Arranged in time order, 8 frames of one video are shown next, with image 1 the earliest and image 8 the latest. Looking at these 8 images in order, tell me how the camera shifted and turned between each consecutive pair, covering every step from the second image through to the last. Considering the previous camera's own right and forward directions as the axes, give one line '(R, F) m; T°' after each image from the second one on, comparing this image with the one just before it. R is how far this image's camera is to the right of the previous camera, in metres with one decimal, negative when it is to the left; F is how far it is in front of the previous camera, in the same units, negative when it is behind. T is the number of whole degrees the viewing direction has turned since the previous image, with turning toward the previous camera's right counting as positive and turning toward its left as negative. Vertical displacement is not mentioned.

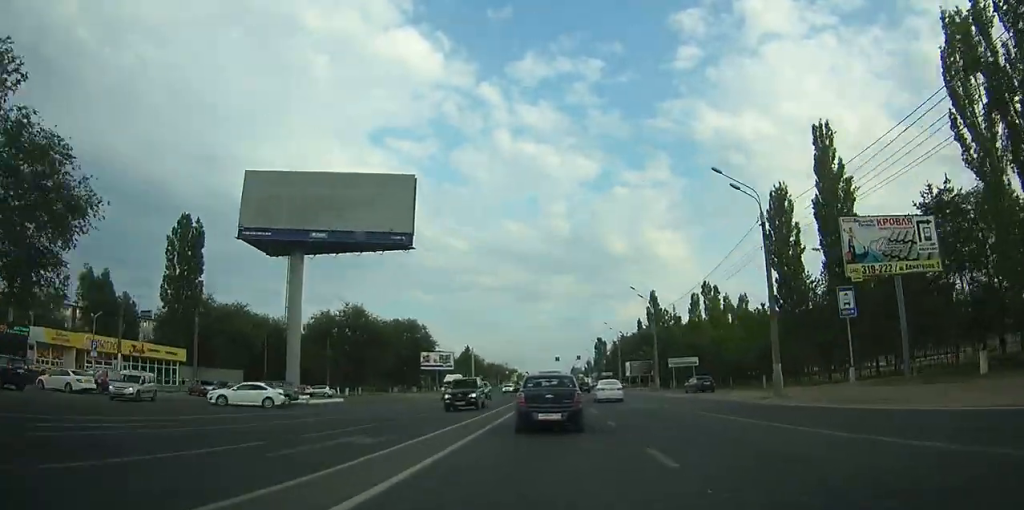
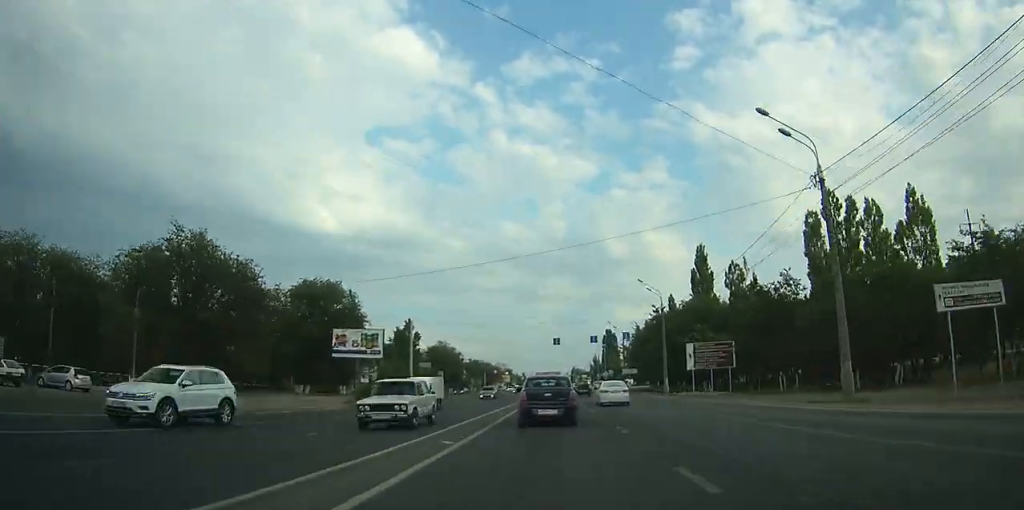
(+0.2, +44.0) m; 0°
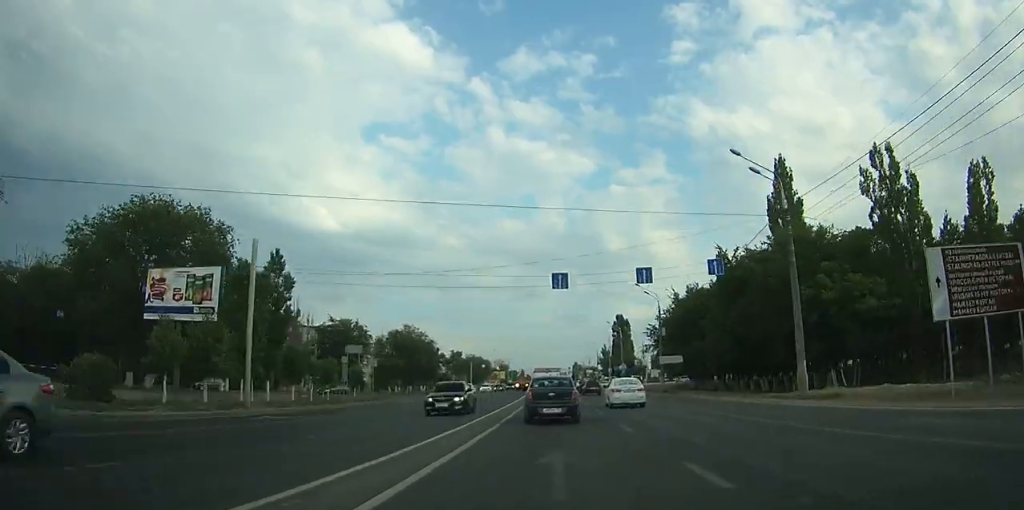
(0.0, +31.4) m; 0°
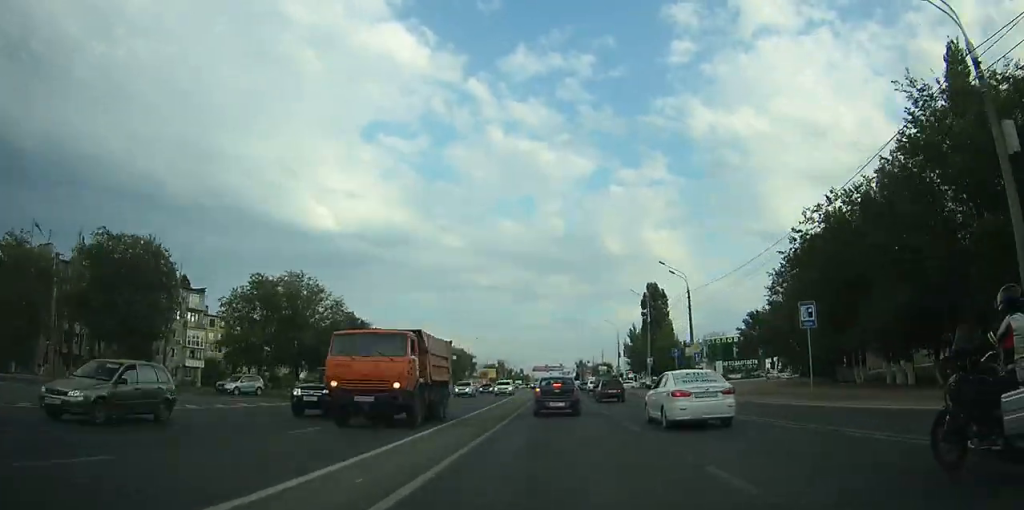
(-0.1, +47.0) m; 0°
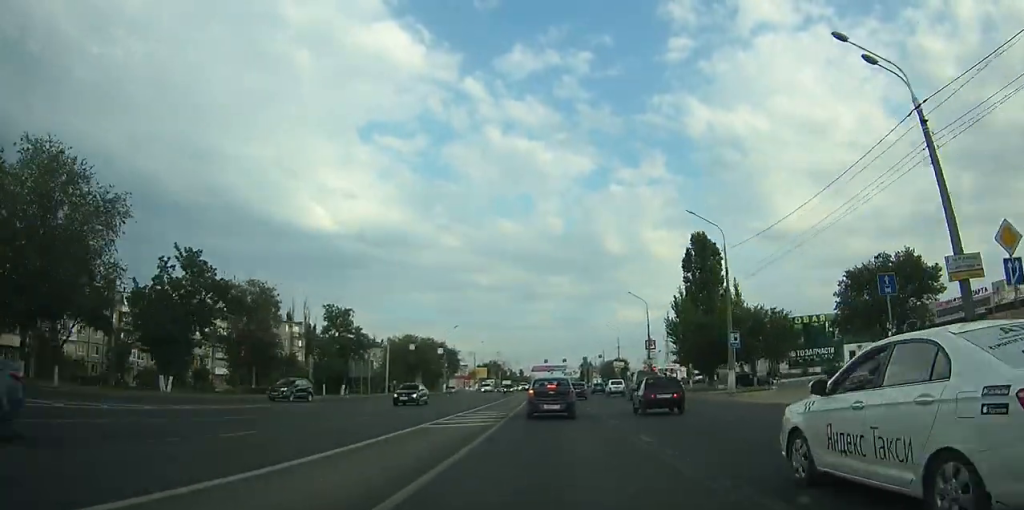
(+0.2, +32.1) m; 0°
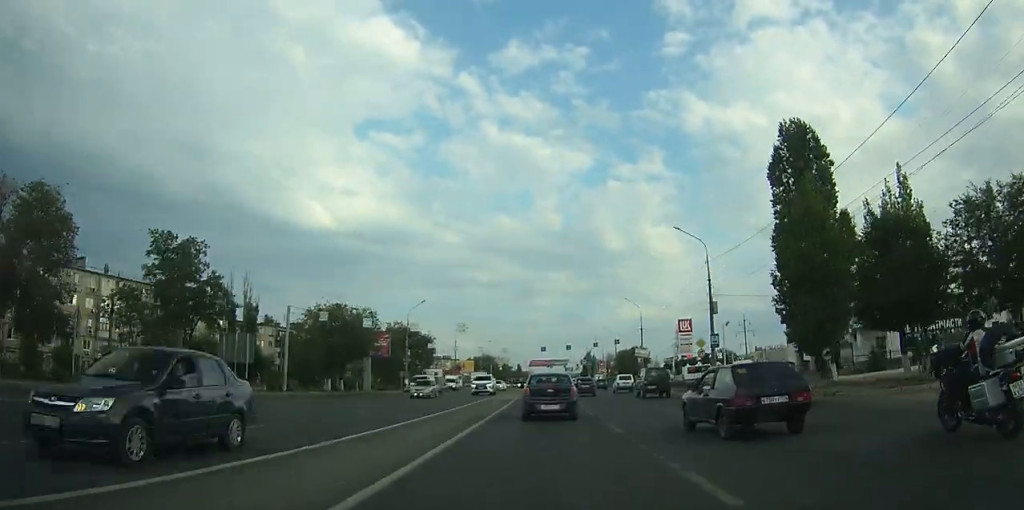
(-0.1, +31.7) m; -1°
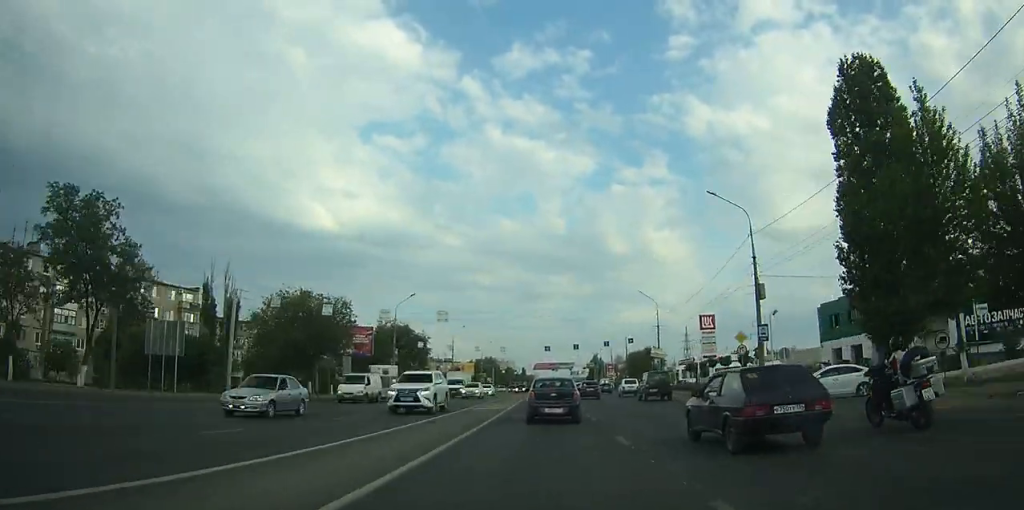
(-0.1, +10.8) m; 0°
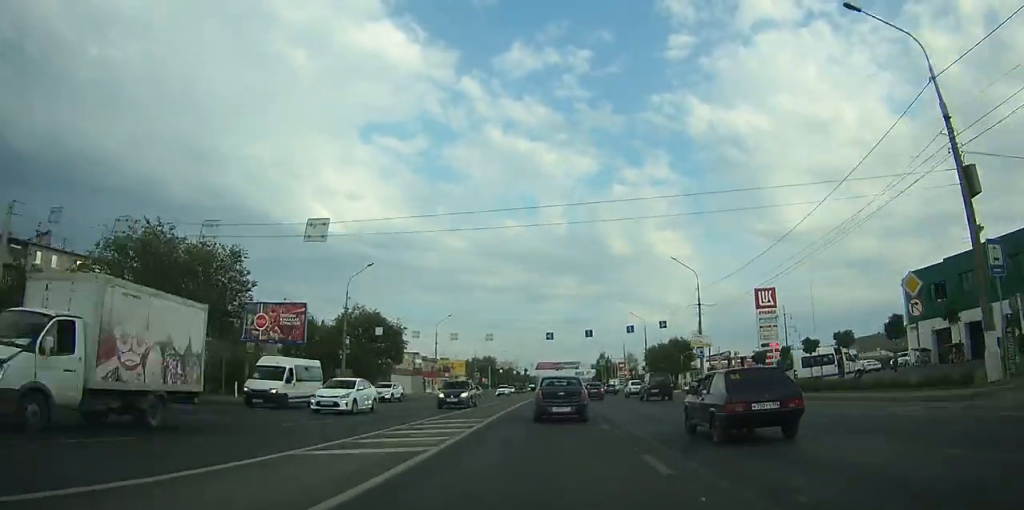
(-0.2, +20.5) m; -1°
